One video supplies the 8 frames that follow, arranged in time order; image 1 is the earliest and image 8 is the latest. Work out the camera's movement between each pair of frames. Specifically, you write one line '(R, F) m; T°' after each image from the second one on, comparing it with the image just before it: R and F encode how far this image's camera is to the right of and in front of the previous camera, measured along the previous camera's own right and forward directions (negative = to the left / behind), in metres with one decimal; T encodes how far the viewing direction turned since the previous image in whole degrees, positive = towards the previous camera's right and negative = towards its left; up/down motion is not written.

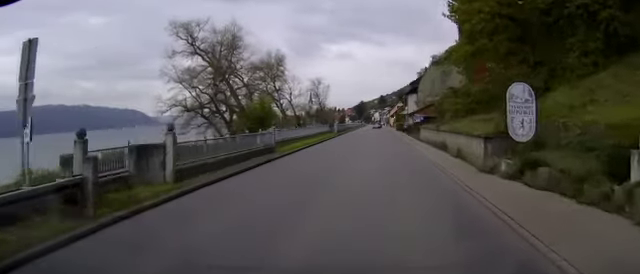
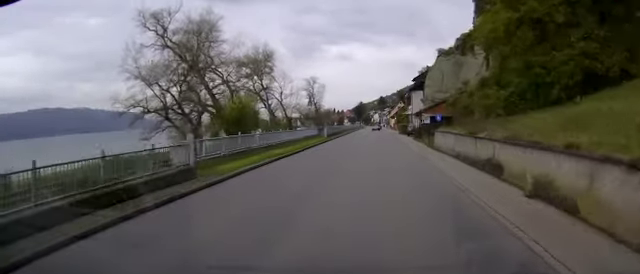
(0.0, +10.9) m; 0°
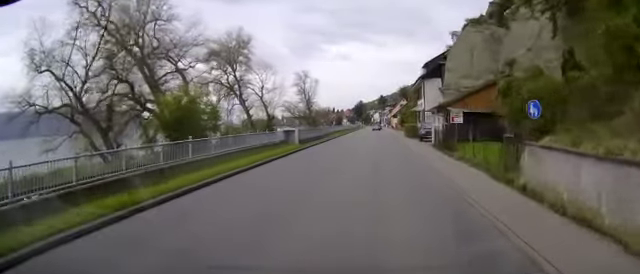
(0.0, +17.2) m; 0°
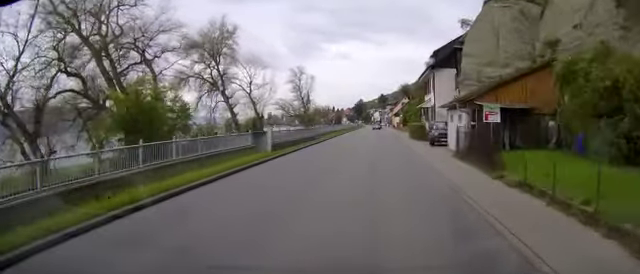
(0.0, +8.2) m; 0°
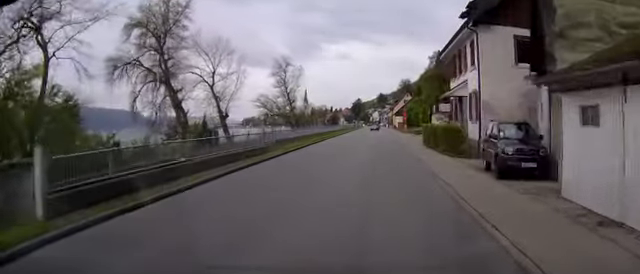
(0.0, +17.6) m; 0°
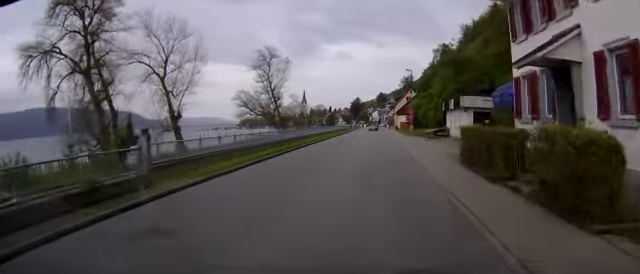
(0.0, +14.4) m; 0°
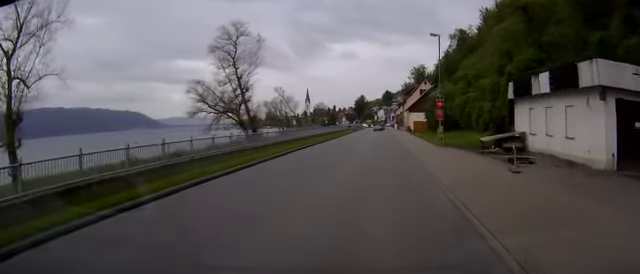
(-0.1, +24.2) m; -1°
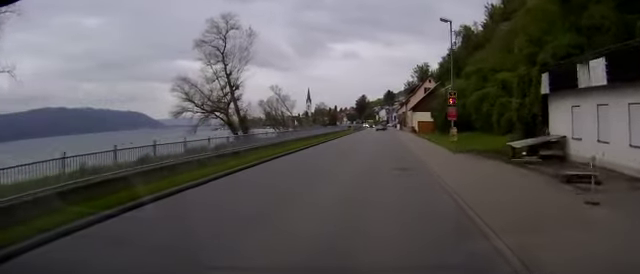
(0.0, +5.4) m; 0°
